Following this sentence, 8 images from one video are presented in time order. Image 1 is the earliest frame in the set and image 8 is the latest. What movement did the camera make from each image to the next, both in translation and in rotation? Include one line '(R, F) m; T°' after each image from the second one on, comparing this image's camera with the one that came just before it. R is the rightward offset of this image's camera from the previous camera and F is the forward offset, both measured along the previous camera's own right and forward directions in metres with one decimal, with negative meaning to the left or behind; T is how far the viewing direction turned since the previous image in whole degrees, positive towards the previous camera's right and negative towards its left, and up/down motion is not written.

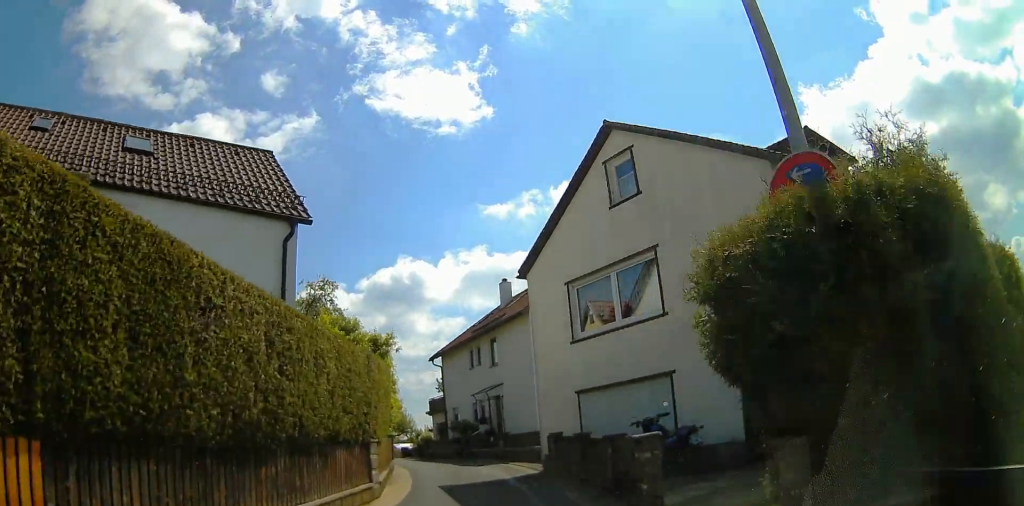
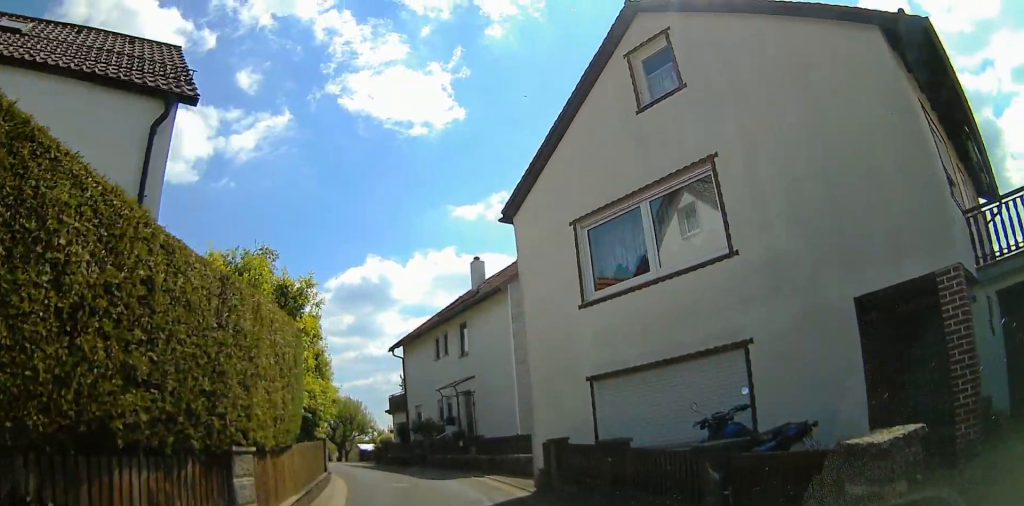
(0.0, +4.8) m; +16°
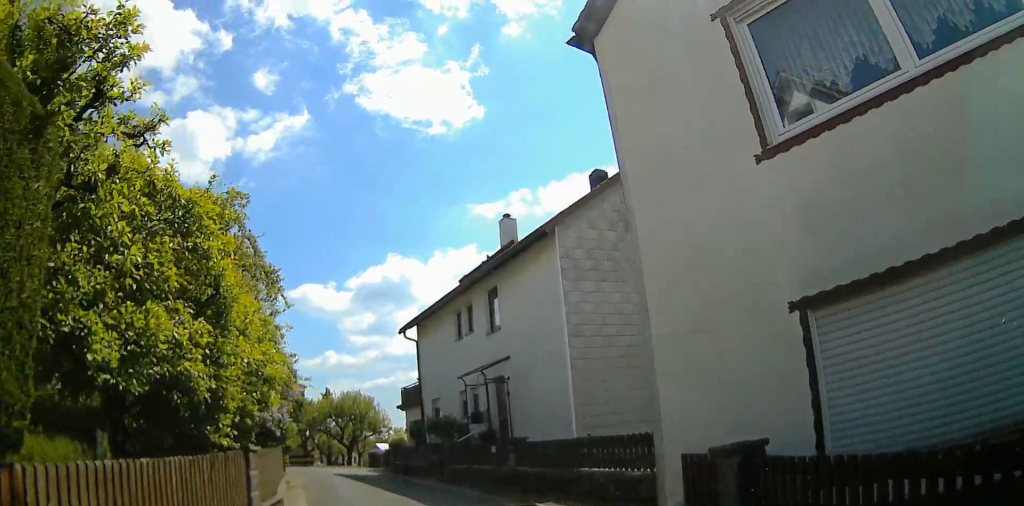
(+1.2, +5.7) m; -4°
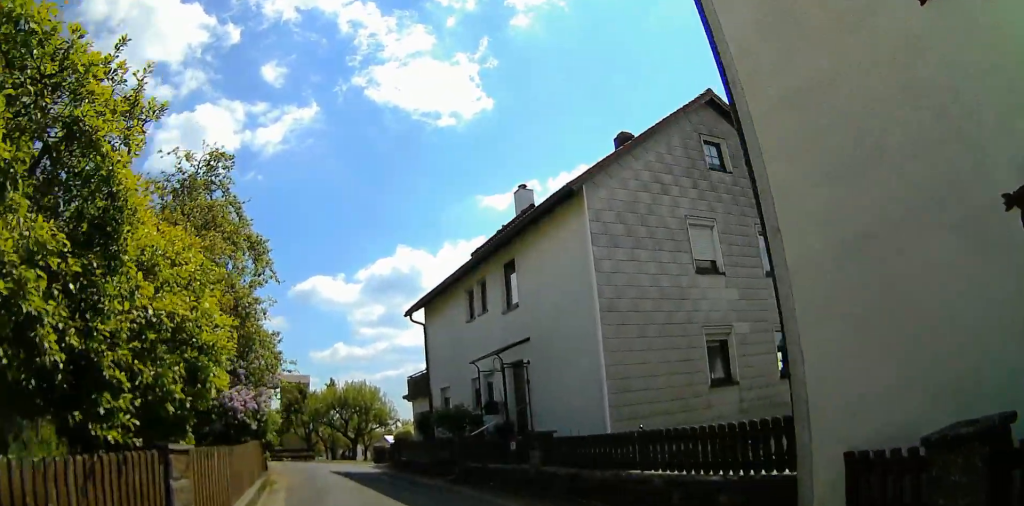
(-0.6, +2.3) m; -8°
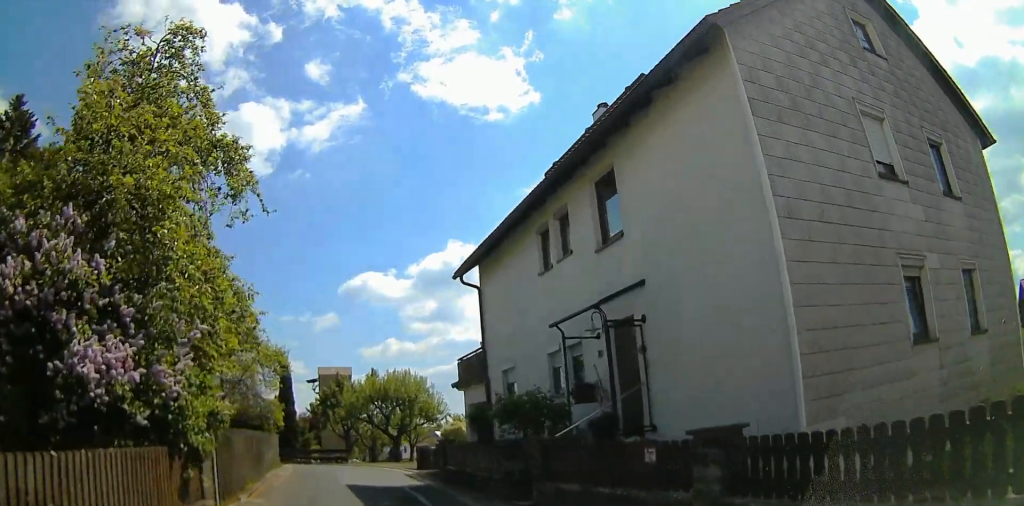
(-0.7, +5.9) m; -7°
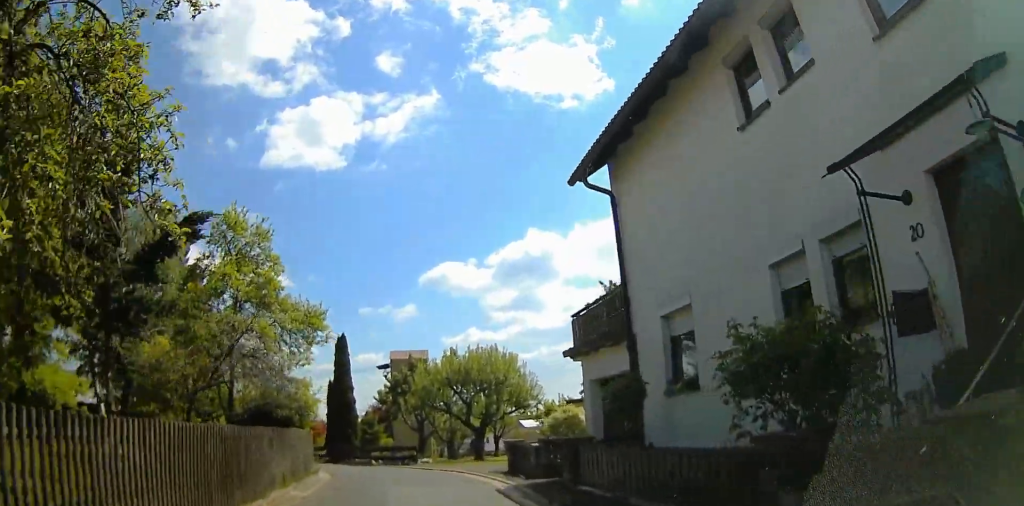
(0.0, +6.4) m; 0°
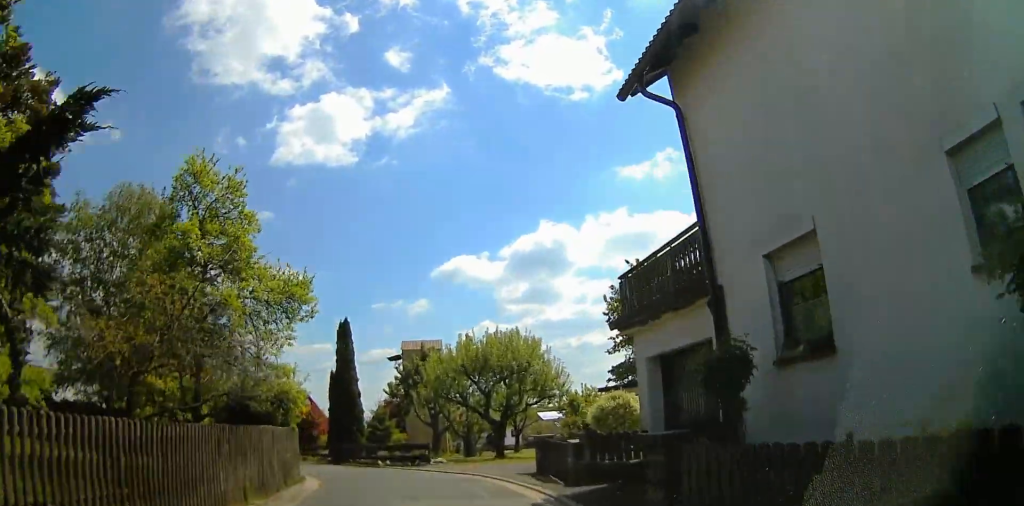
(0.0, +3.0) m; 0°
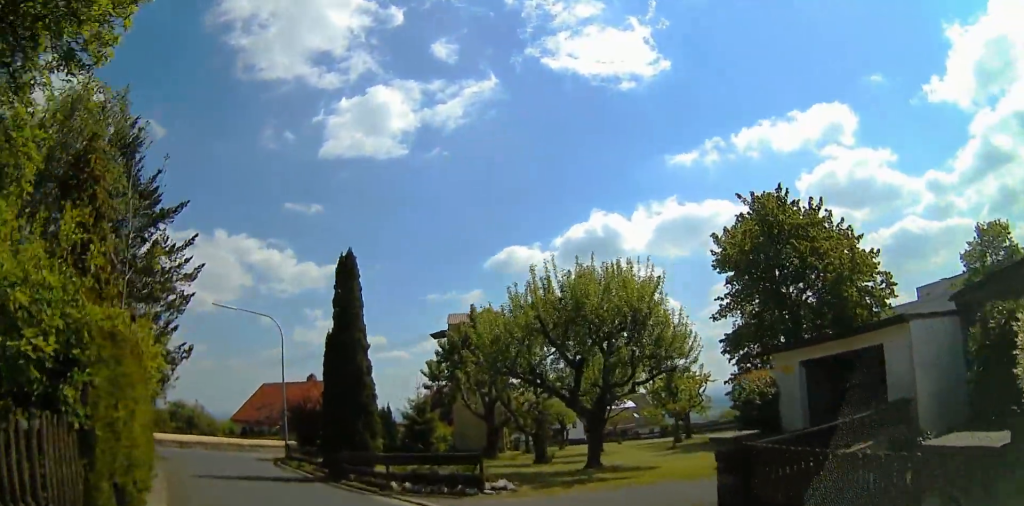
(-0.5, +10.0) m; -14°
